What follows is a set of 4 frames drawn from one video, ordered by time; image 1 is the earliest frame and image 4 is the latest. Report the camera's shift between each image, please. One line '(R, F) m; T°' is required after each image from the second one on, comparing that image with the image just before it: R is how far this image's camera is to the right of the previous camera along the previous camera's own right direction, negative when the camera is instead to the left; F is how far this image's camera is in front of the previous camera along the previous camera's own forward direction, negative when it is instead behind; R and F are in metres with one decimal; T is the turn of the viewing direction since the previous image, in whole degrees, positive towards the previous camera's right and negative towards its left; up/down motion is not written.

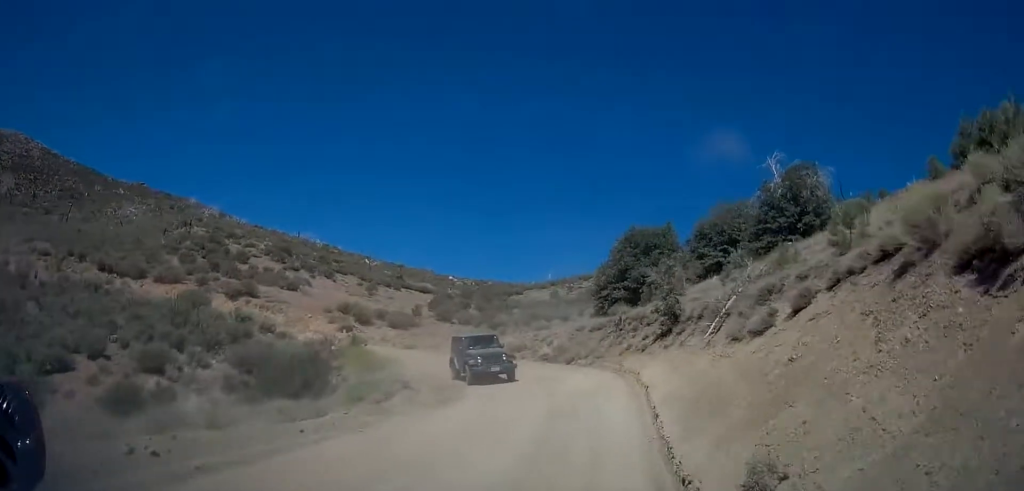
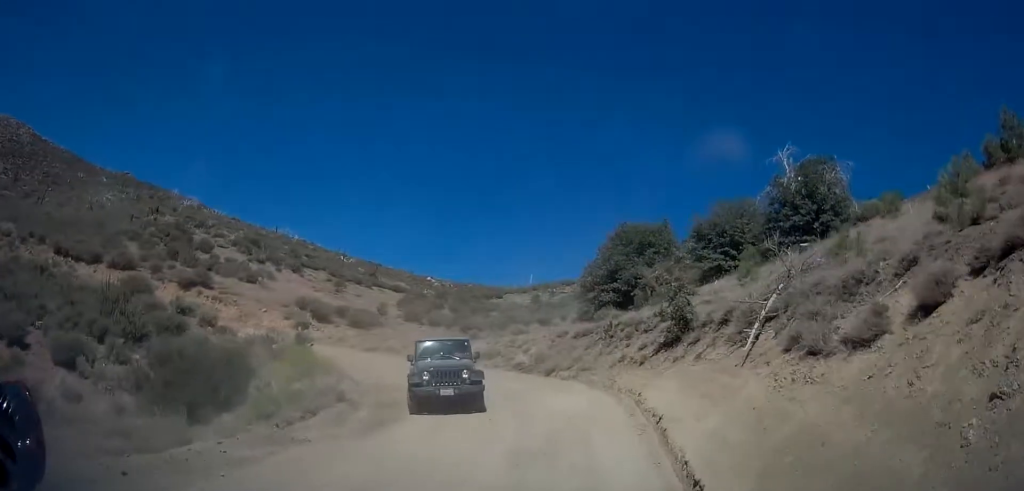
(0.0, +4.5) m; +2°
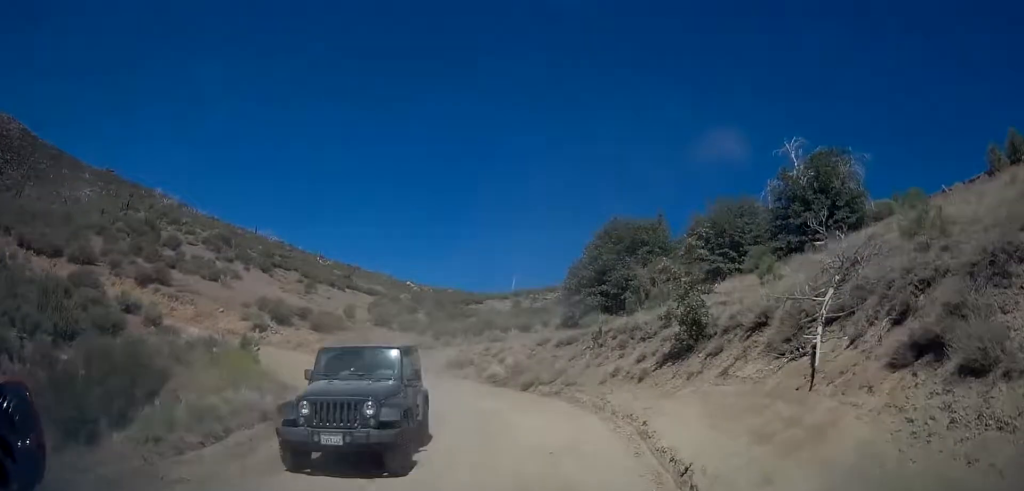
(+0.1, +3.5) m; 0°
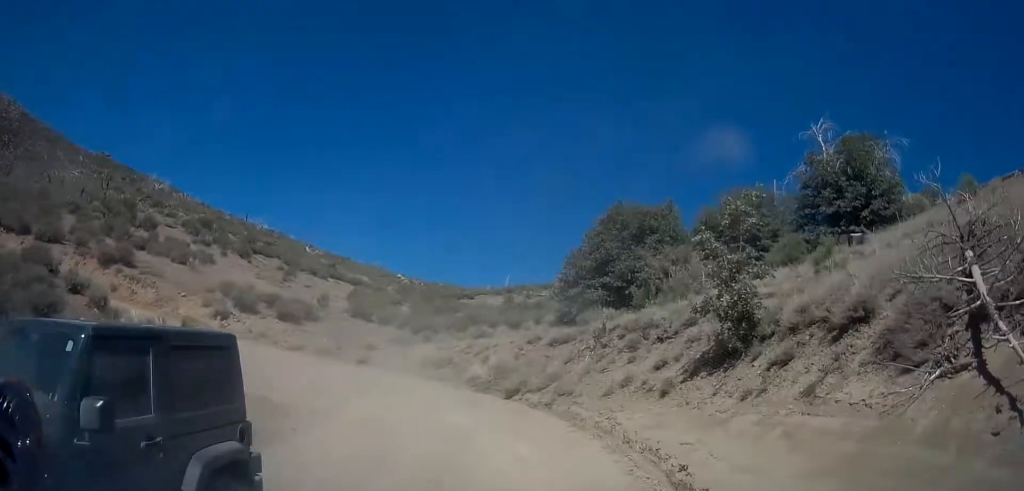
(-0.1, +3.7) m; -4°
